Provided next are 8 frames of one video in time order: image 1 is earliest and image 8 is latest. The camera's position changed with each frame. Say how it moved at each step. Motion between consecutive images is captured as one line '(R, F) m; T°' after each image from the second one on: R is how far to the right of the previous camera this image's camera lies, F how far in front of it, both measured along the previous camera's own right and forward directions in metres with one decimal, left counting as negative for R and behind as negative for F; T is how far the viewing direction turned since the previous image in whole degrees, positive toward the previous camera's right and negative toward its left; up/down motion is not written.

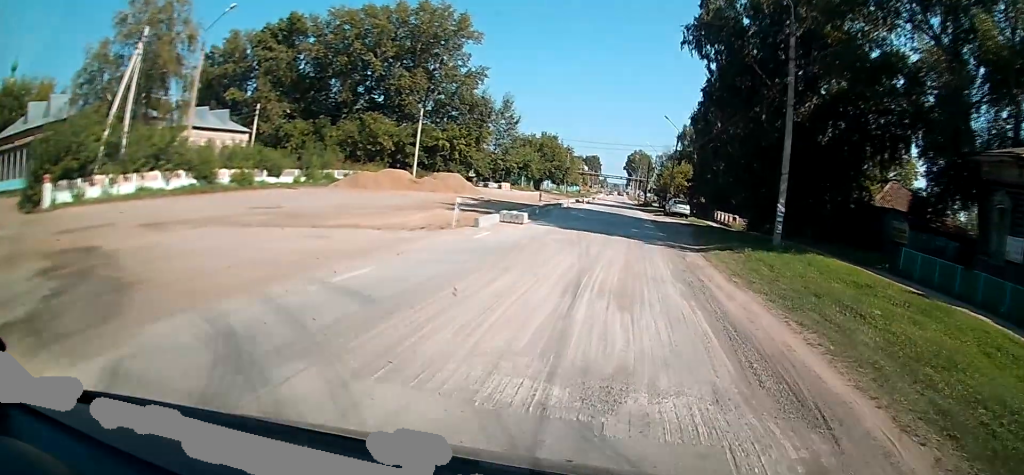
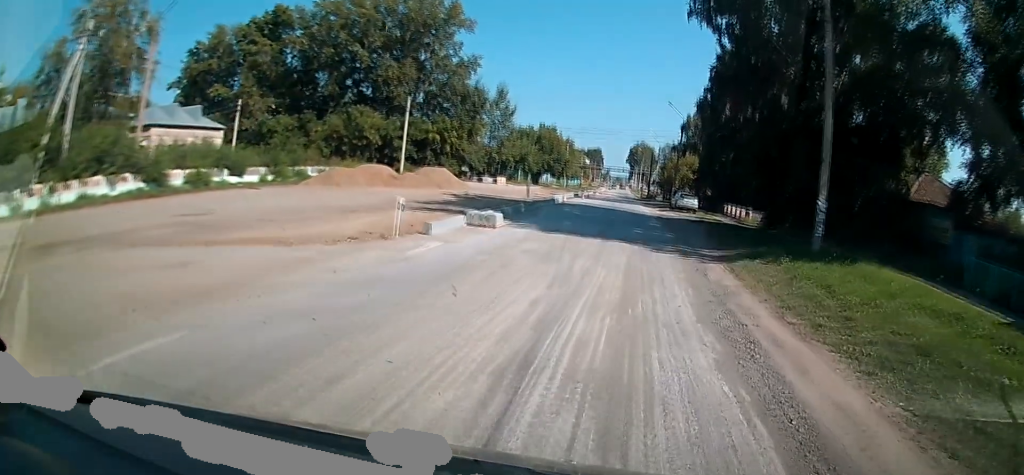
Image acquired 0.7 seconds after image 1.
(0.0, +4.5) m; 0°
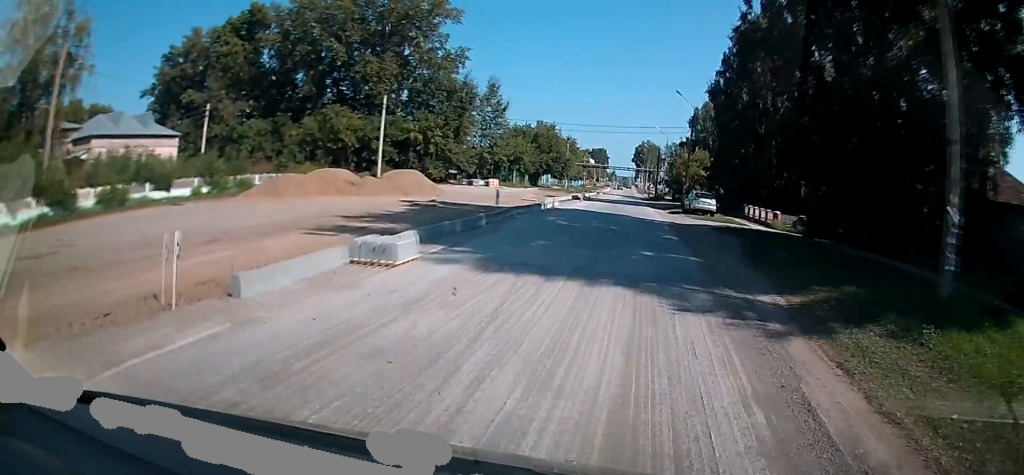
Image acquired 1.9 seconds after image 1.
(0.0, +7.4) m; -1°
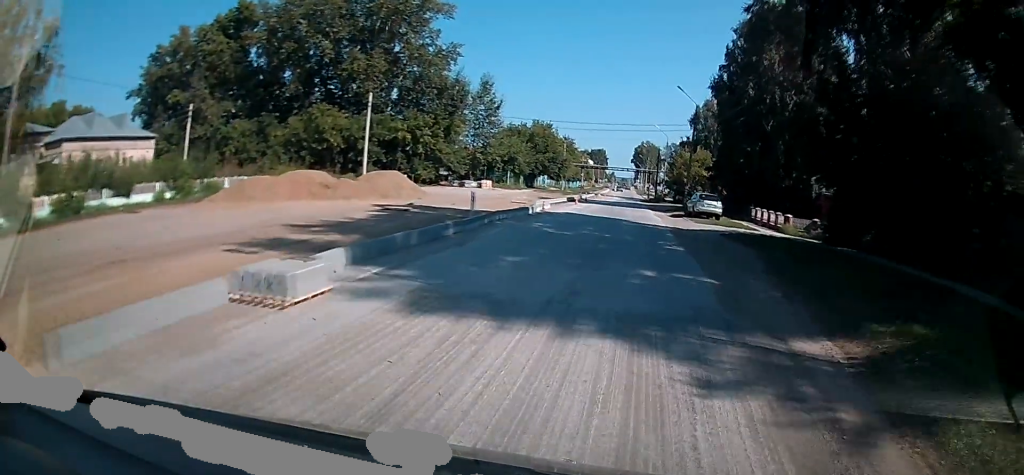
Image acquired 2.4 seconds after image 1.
(0.0, +3.1) m; 0°
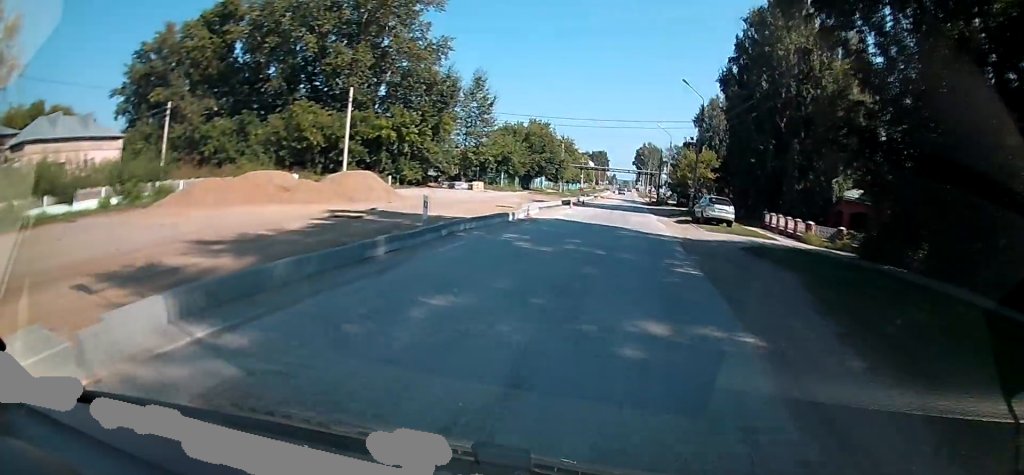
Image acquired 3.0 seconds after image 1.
(0.0, +4.2) m; 0°
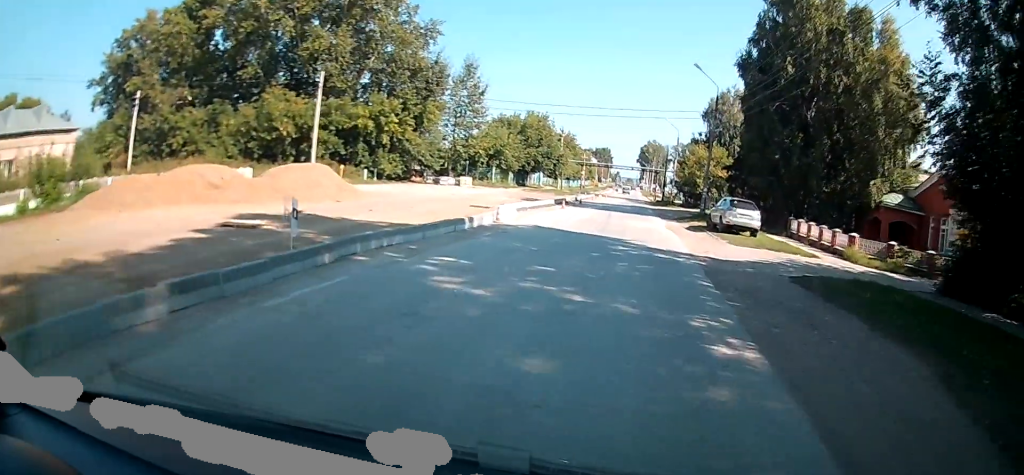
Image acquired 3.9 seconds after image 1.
(+0.1, +5.8) m; 0°
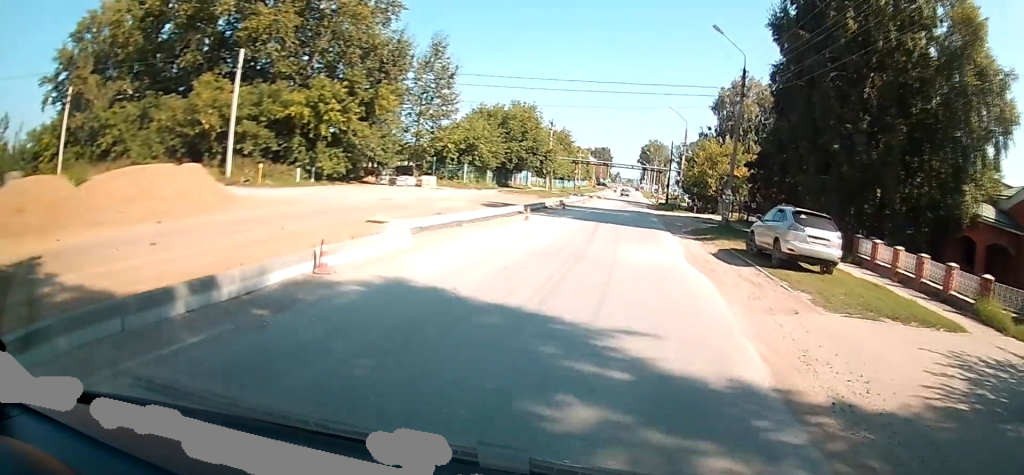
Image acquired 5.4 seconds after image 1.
(-0.3, +10.5) m; -1°
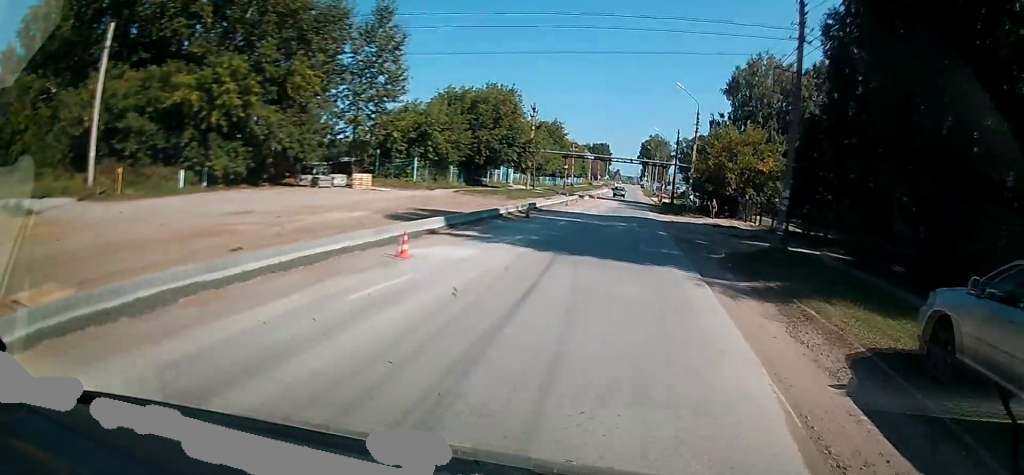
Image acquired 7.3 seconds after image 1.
(+0.1, +12.4) m; 0°
